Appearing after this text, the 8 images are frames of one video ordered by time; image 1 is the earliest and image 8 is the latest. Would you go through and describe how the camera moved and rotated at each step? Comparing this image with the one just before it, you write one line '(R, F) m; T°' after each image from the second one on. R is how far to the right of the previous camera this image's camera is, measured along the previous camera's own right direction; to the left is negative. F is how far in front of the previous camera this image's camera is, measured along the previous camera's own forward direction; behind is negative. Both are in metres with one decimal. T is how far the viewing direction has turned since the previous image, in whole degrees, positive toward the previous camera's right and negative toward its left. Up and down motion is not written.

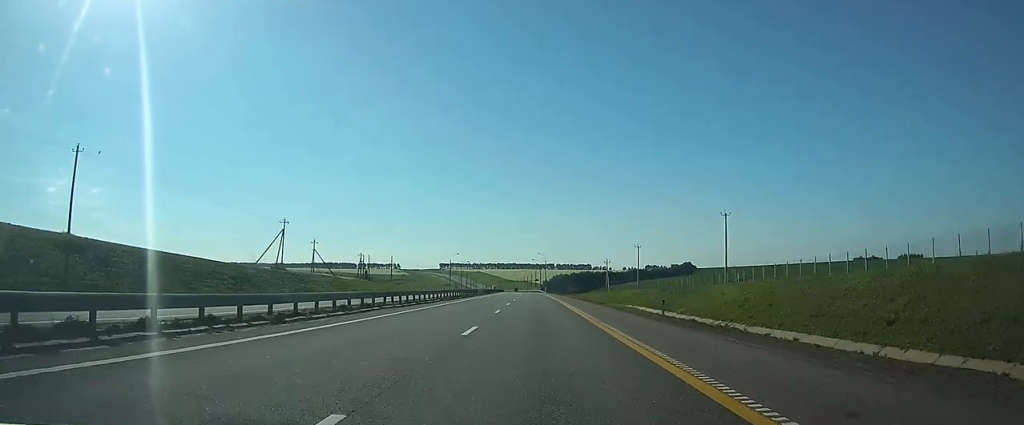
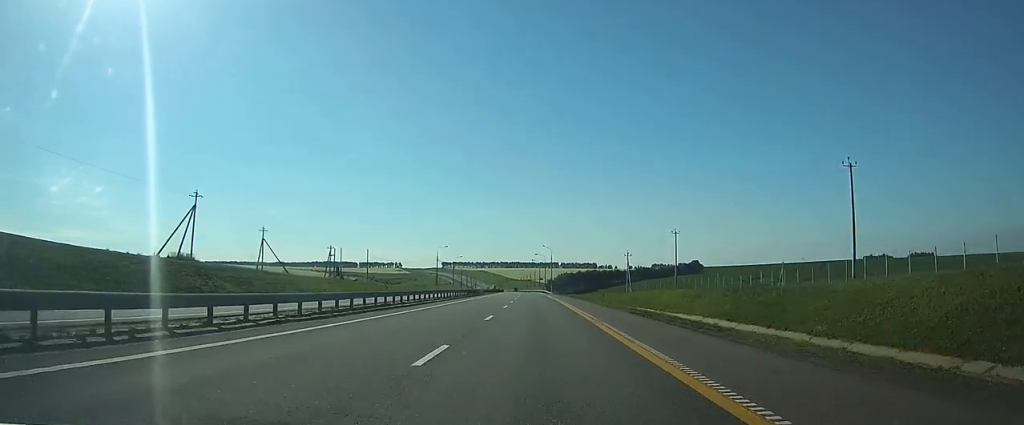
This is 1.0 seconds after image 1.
(0.0, +29.4) m; 0°
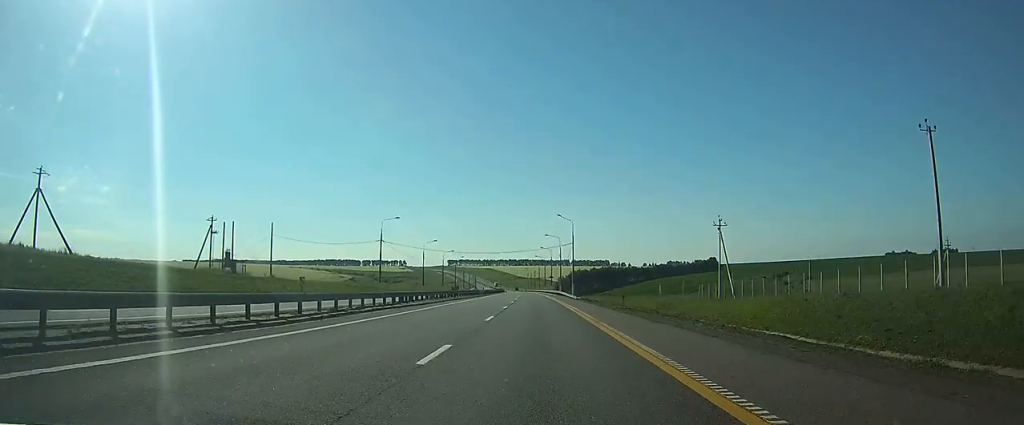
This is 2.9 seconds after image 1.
(-0.6, +59.3) m; -1°
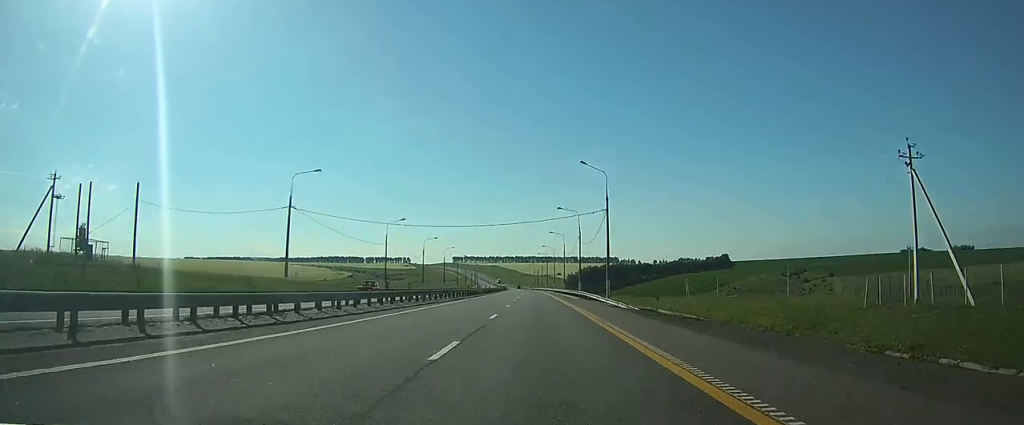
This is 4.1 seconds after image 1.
(-0.1, +35.0) m; 0°
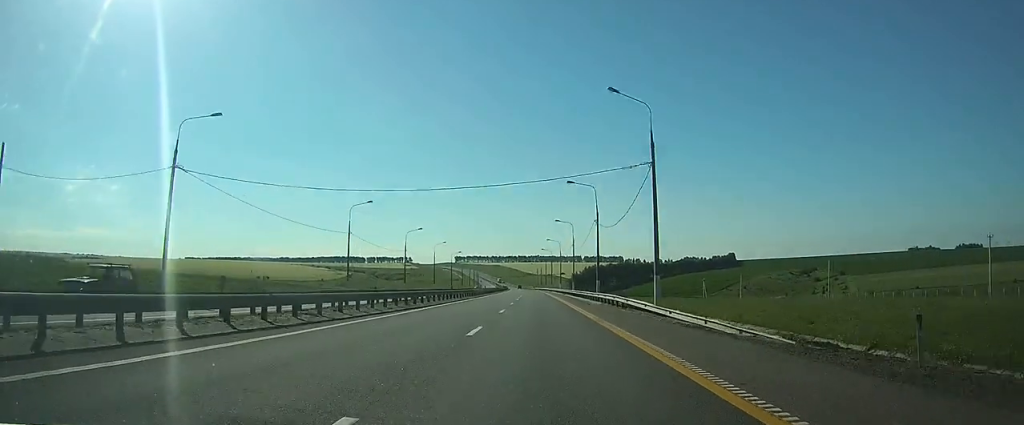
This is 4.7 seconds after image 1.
(0.0, +19.0) m; 0°
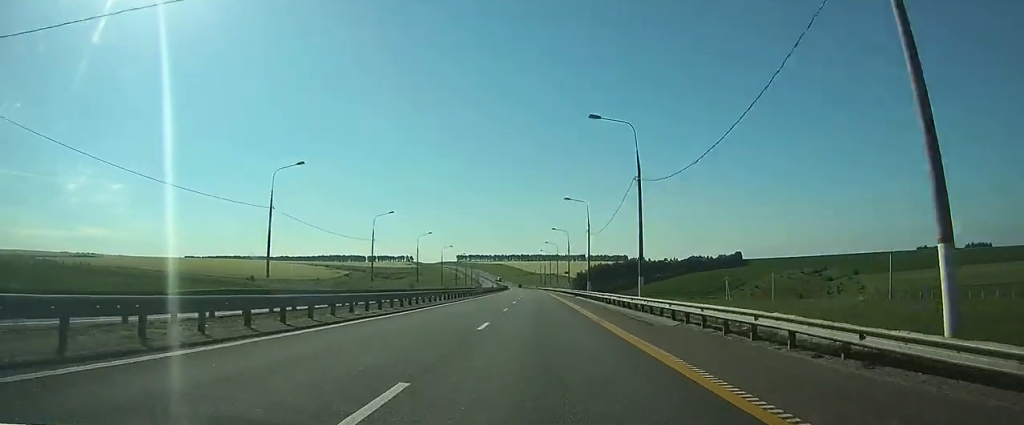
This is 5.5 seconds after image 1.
(0.0, +22.0) m; 0°
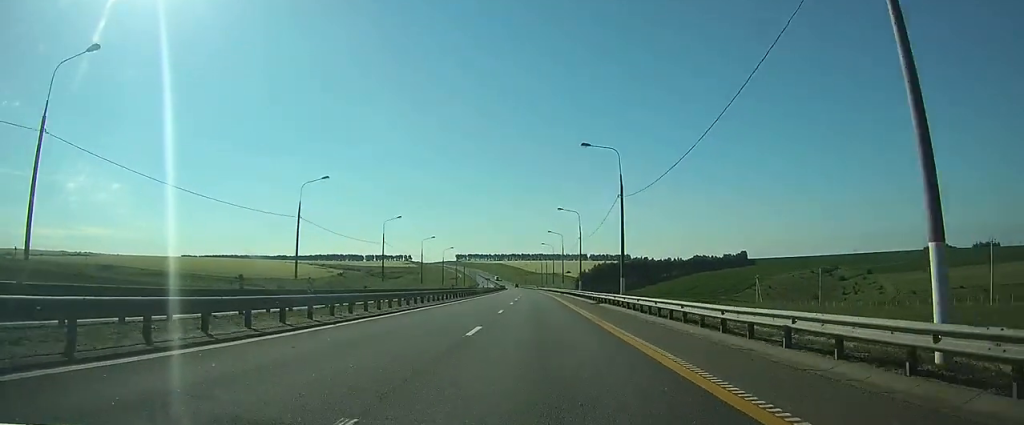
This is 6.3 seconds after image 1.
(0.0, +25.9) m; -1°
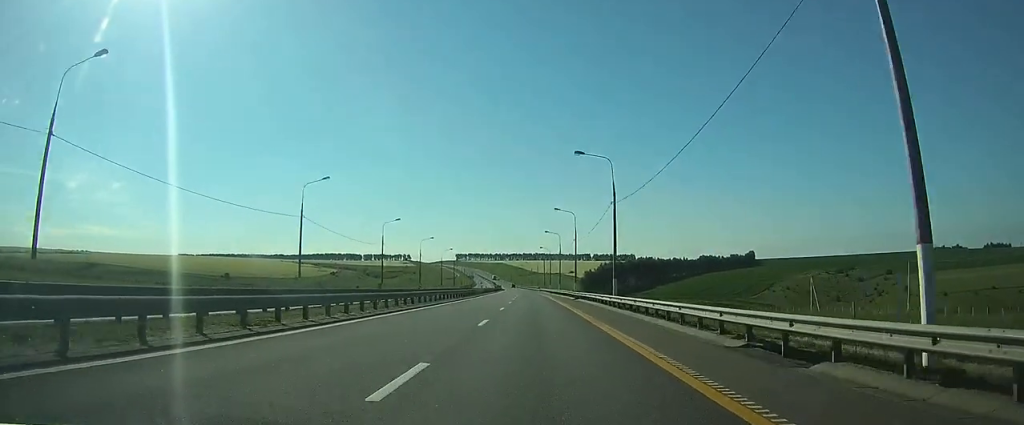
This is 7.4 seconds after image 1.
(-0.3, +31.8) m; 0°
